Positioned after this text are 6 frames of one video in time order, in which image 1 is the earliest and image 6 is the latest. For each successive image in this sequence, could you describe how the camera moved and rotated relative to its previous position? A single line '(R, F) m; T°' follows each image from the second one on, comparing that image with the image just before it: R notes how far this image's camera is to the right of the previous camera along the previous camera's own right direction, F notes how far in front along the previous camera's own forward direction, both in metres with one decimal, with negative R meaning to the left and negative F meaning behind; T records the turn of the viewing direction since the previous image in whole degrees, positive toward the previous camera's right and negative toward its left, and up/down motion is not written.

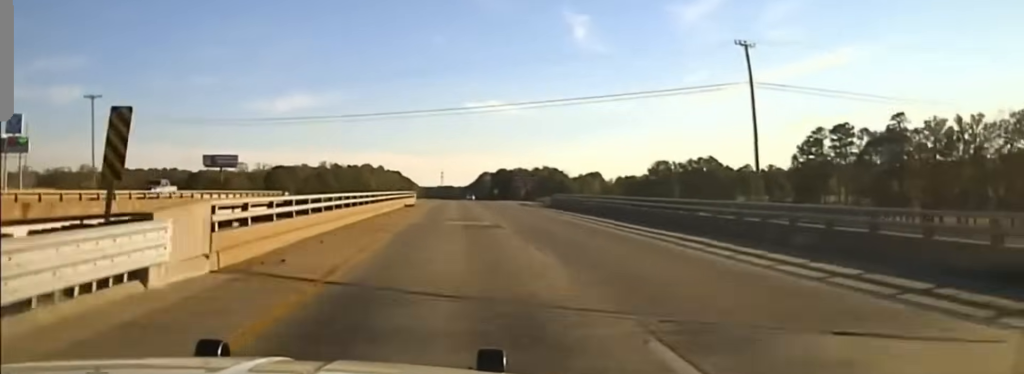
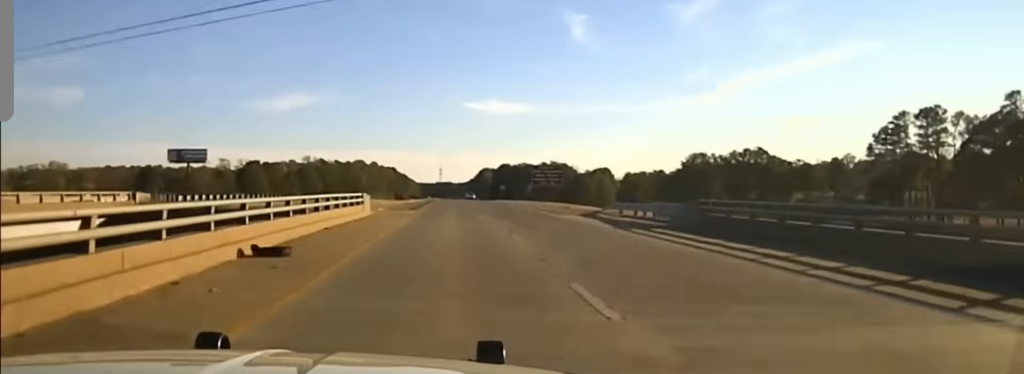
(0.0, +47.5) m; 0°
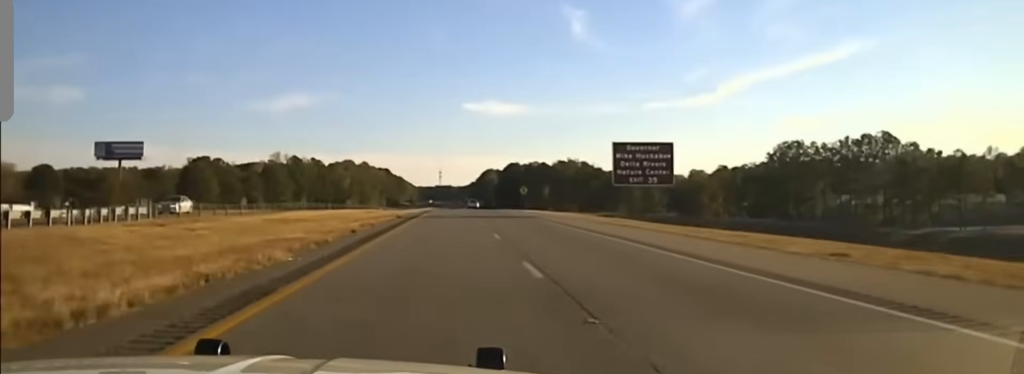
(+0.1, +64.9) m; 0°
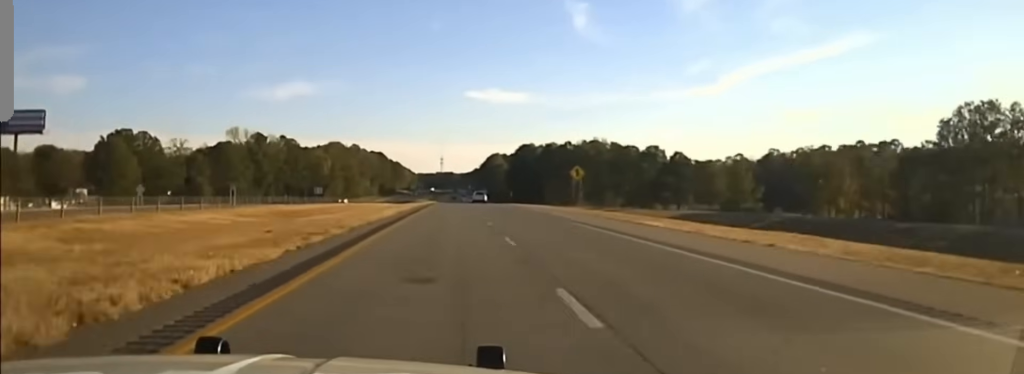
(0.0, +65.0) m; 0°
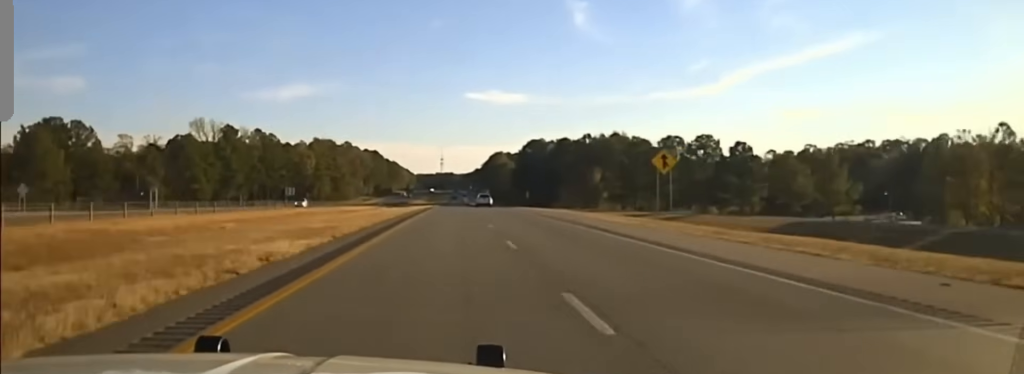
(-0.1, +37.8) m; 0°
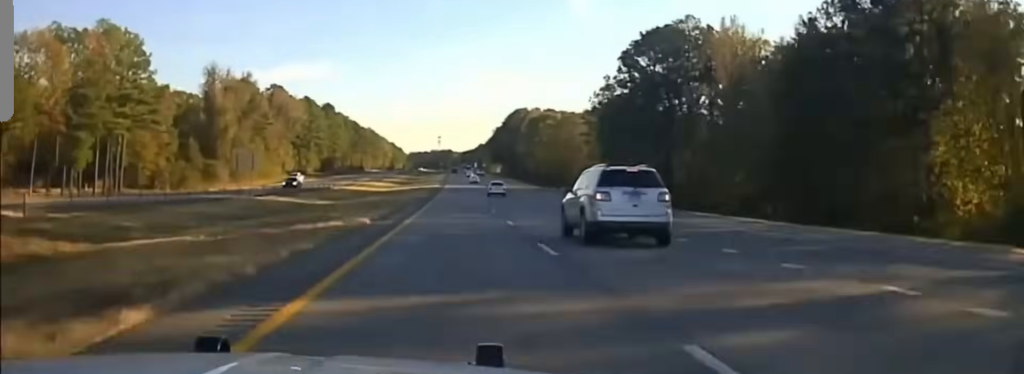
(-0.1, +186.8) m; 0°
